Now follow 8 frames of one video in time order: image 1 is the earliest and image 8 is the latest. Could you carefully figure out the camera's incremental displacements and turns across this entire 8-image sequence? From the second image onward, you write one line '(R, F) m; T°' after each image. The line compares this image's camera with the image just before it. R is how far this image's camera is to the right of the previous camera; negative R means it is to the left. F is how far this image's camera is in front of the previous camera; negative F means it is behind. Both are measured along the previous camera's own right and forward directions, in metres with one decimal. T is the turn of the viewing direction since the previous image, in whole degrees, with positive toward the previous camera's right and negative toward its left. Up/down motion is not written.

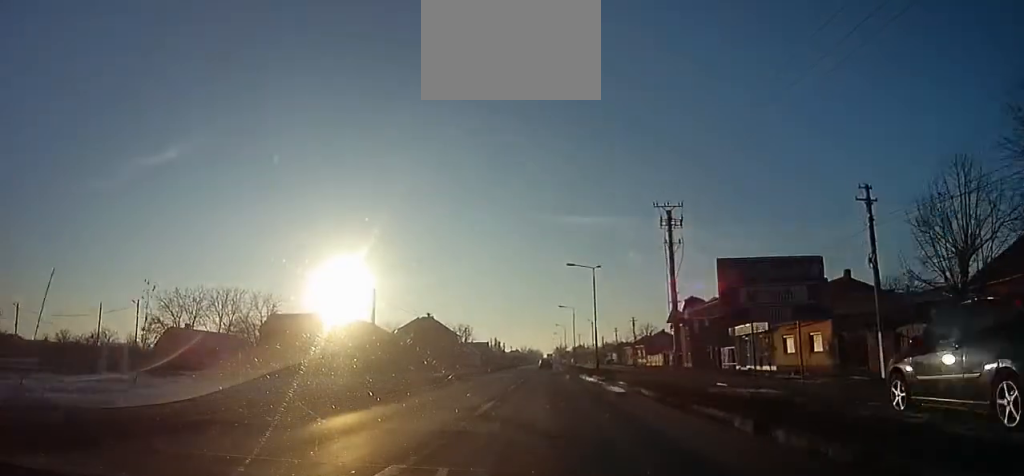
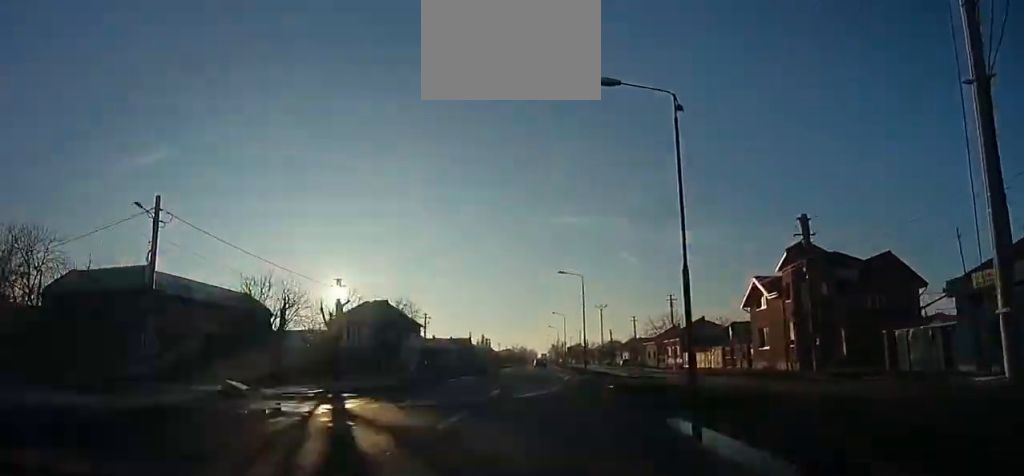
(+0.8, +28.9) m; +1°
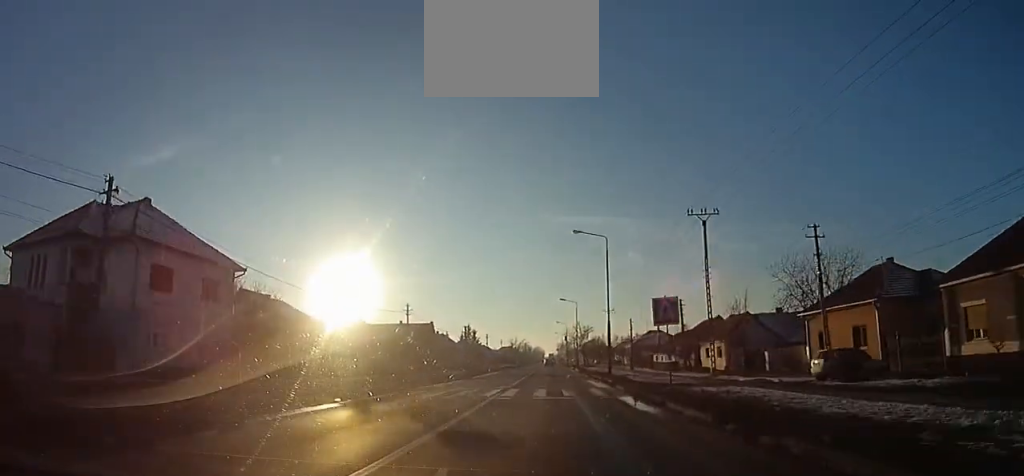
(-1.3, +53.1) m; -2°
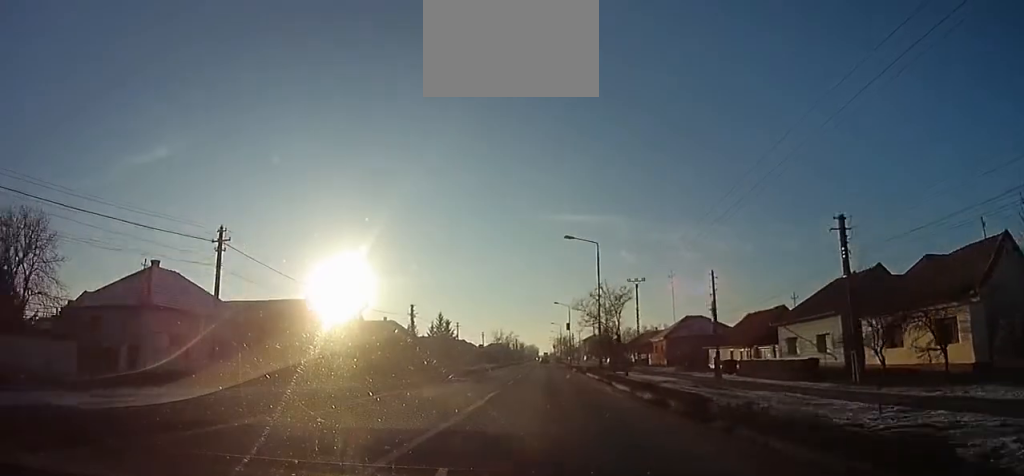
(+0.1, +31.0) m; -1°
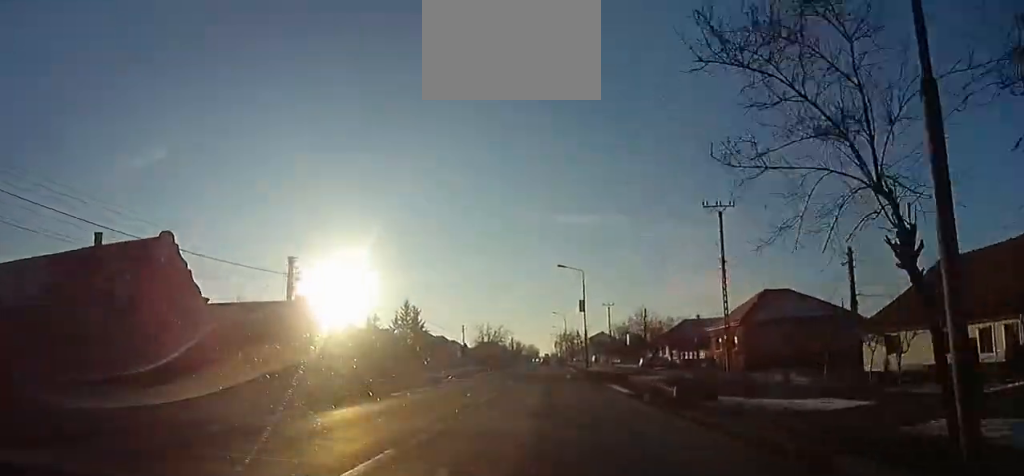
(-0.2, +26.3) m; +1°
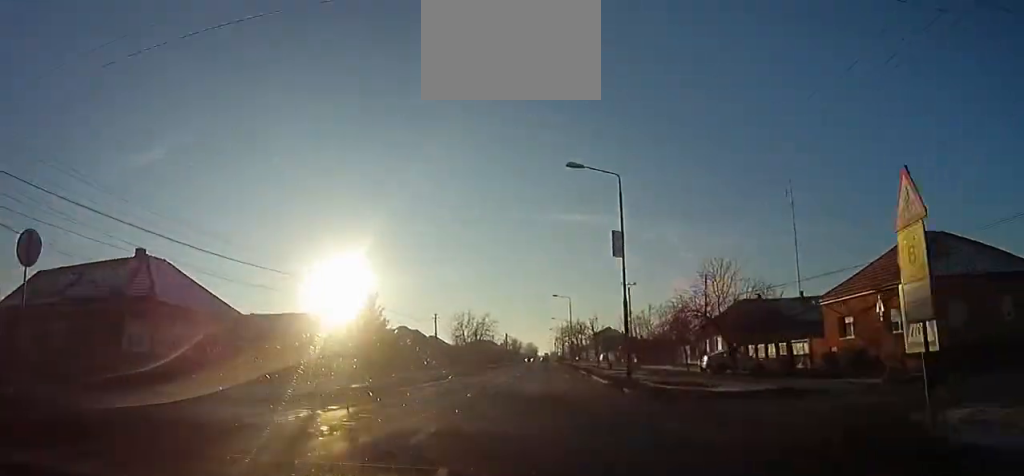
(+0.4, +24.4) m; 0°
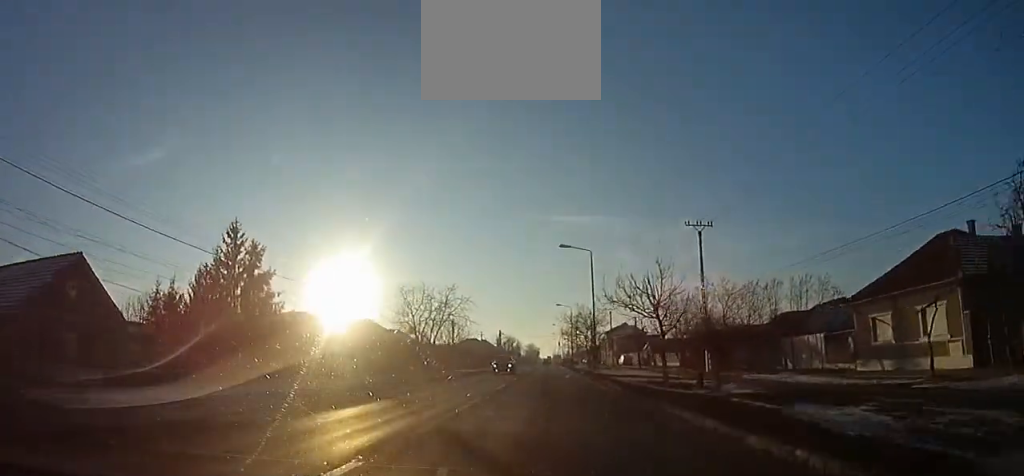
(-0.4, +36.1) m; -1°
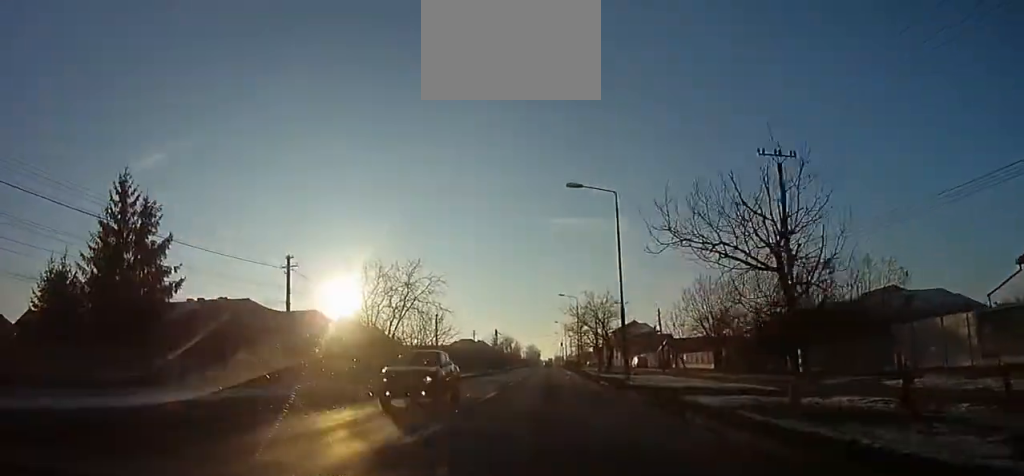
(-0.4, +15.6) m; 0°
